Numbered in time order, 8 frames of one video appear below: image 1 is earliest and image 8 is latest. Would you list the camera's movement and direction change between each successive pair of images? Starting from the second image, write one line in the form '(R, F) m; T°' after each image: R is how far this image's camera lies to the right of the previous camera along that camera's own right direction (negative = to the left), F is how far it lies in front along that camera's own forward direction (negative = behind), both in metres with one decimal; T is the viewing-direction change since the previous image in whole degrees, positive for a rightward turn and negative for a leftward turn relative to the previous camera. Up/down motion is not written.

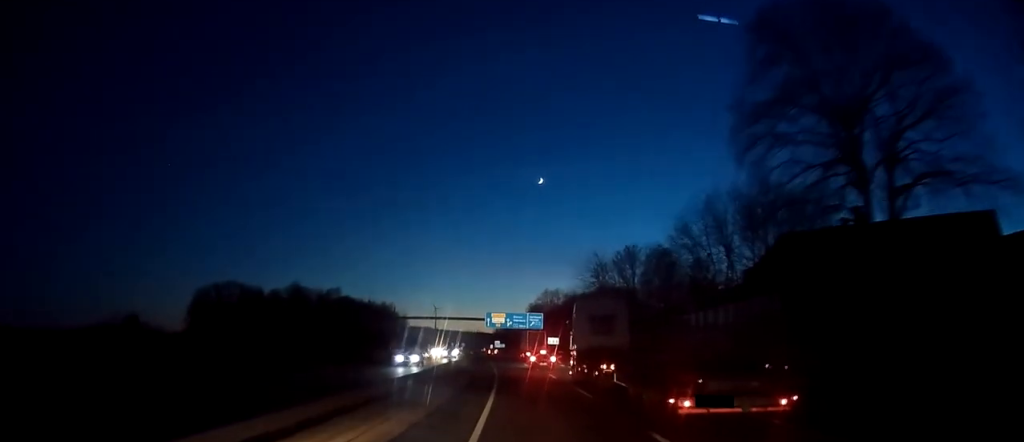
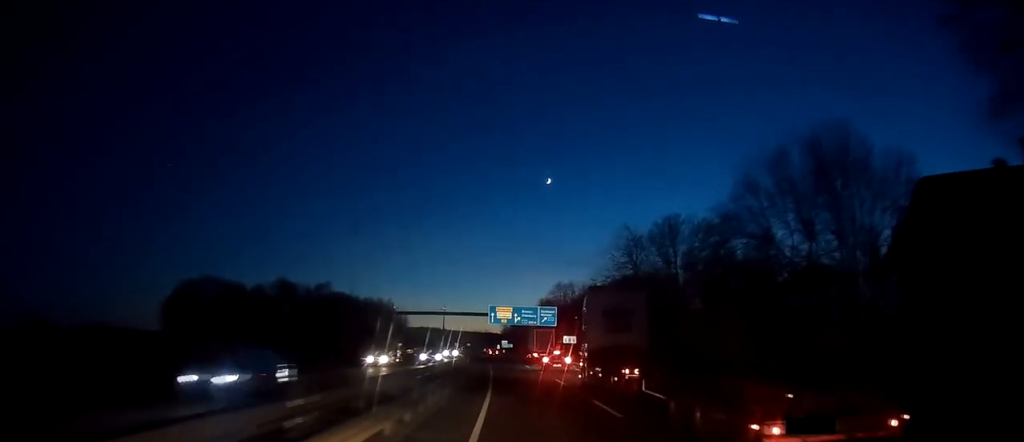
(-0.1, +17.7) m; -1°
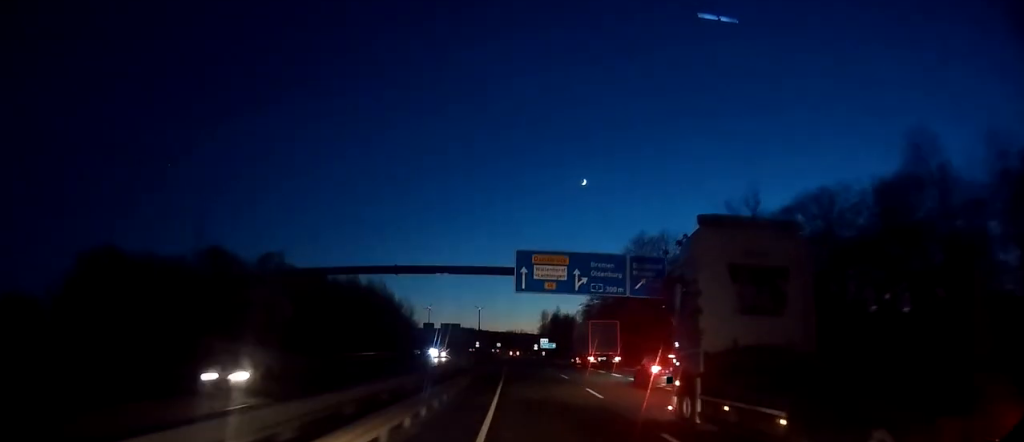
(-1.7, +56.6) m; -4°
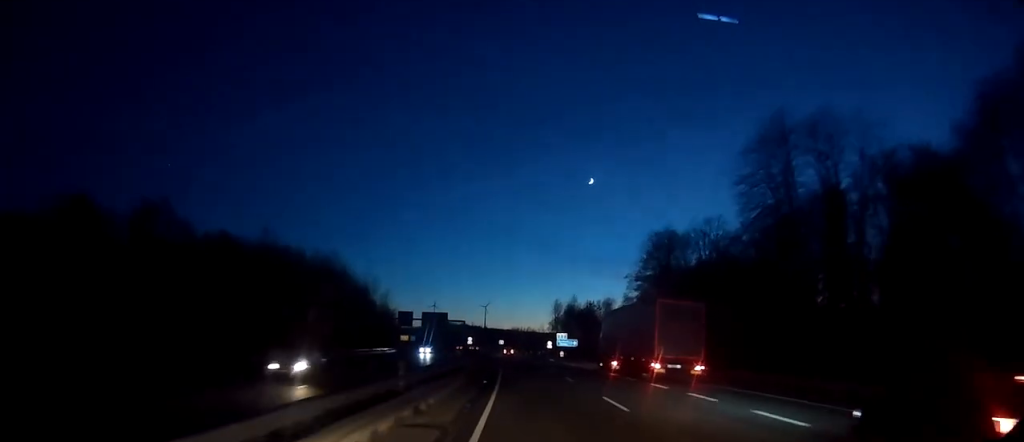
(-0.5, +40.8) m; -1°
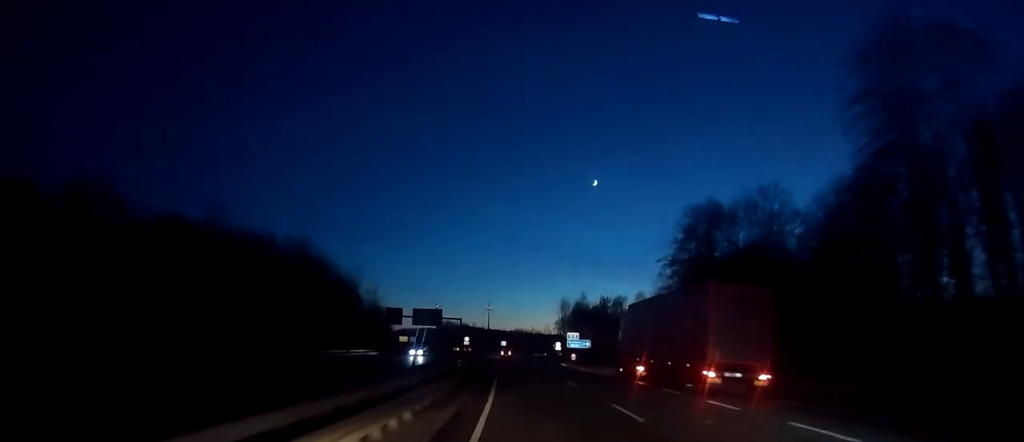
(+0.1, +14.4) m; 0°
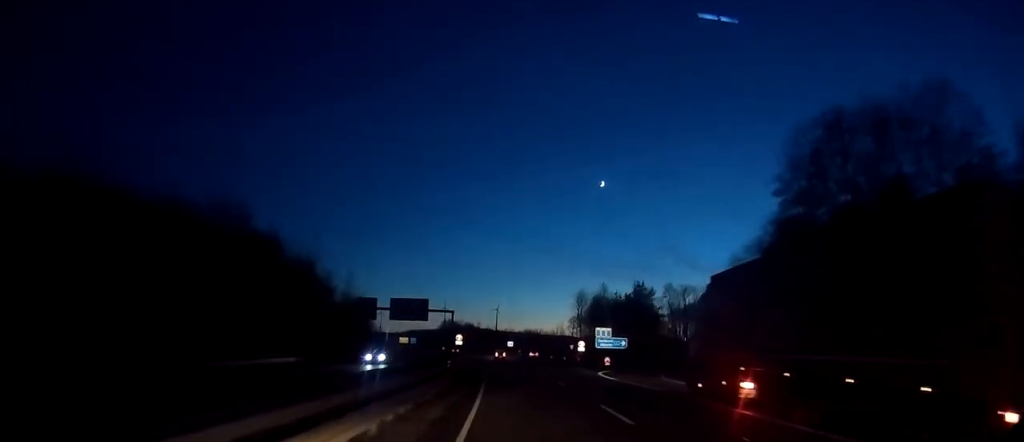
(-0.2, +25.3) m; -1°
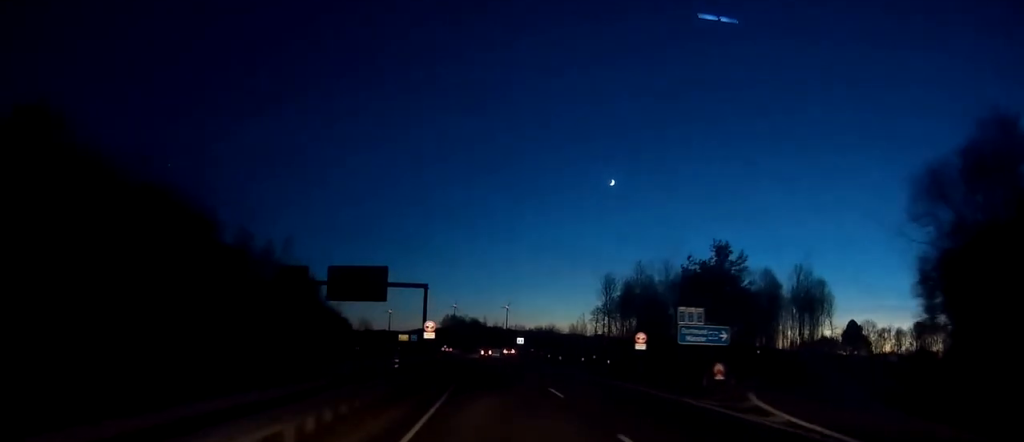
(-0.1, +30.8) m; -1°
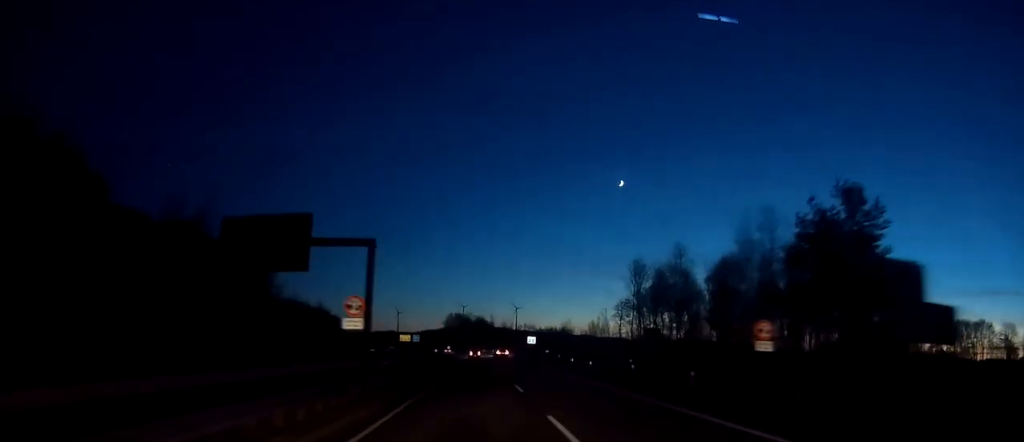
(-0.4, +20.9) m; -1°
